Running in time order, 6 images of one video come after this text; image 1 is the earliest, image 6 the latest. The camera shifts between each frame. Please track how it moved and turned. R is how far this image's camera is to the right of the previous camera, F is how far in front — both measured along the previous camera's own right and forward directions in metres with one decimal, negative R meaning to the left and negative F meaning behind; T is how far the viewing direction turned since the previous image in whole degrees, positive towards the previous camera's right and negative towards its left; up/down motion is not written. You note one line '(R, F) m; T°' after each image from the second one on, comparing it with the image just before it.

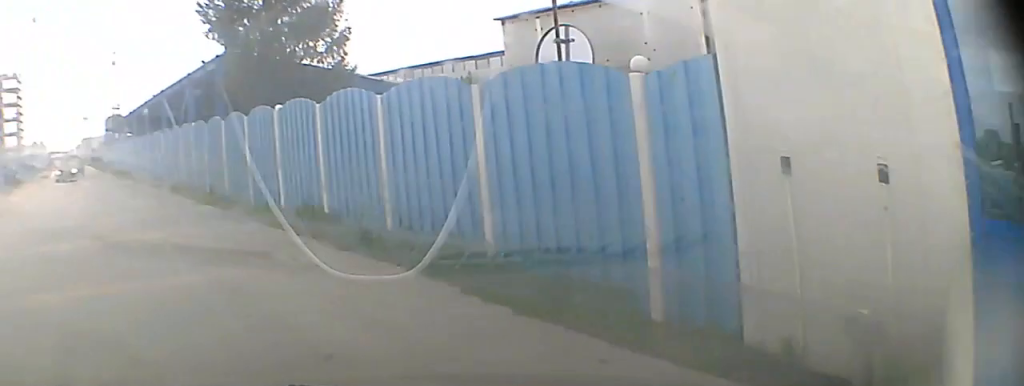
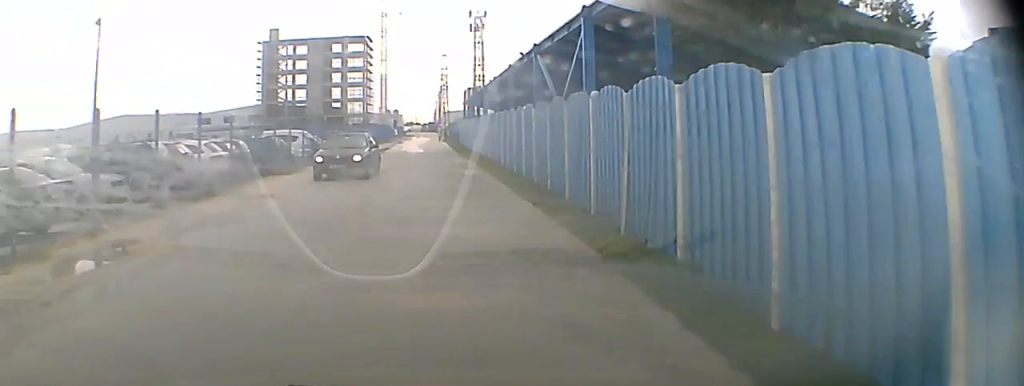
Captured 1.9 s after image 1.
(-2.7, +7.5) m; -28°
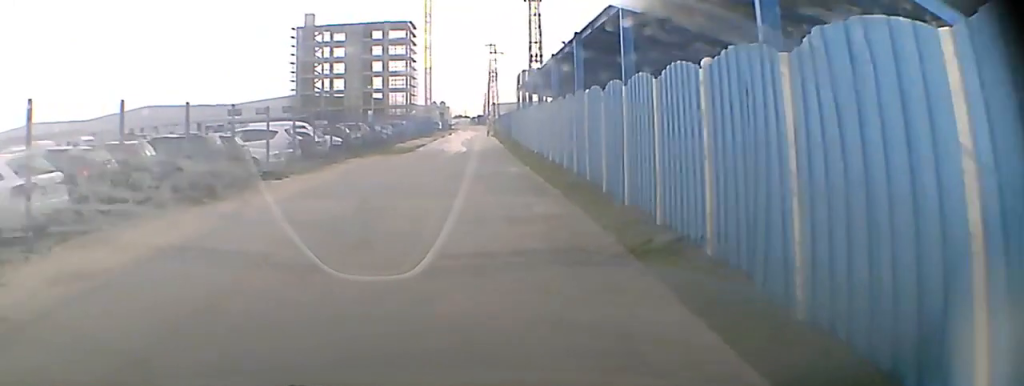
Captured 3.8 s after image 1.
(-1.3, +11.2) m; -10°
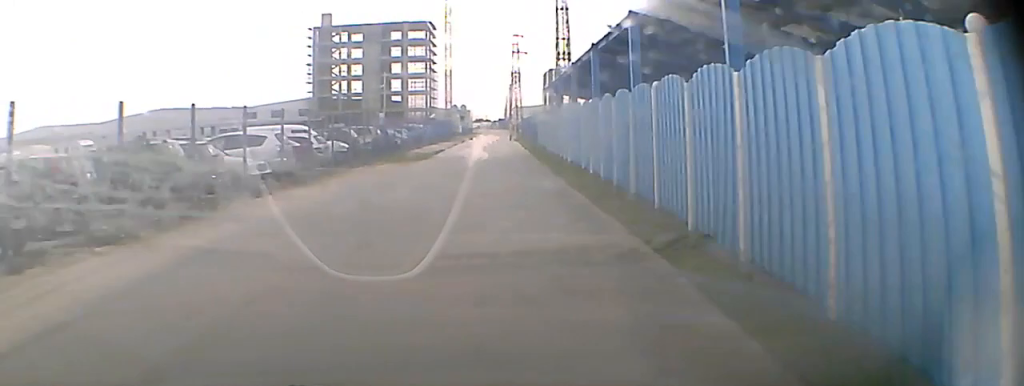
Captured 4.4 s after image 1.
(-0.1, +4.0) m; 0°
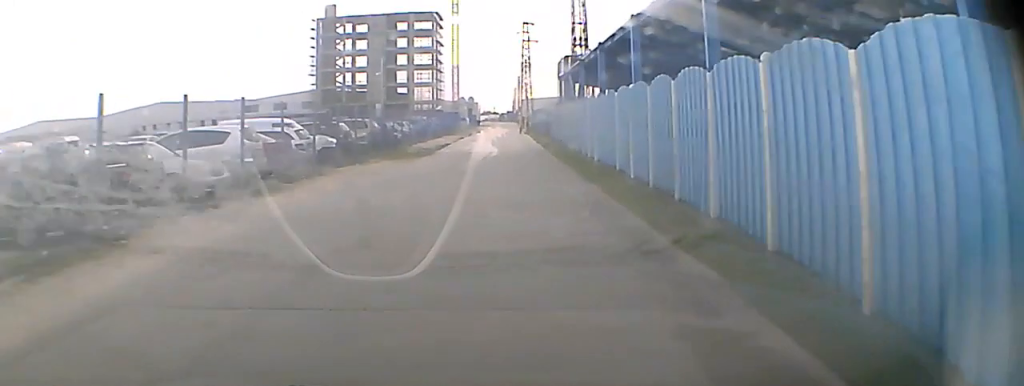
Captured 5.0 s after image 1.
(-0.1, +4.1) m; +1°
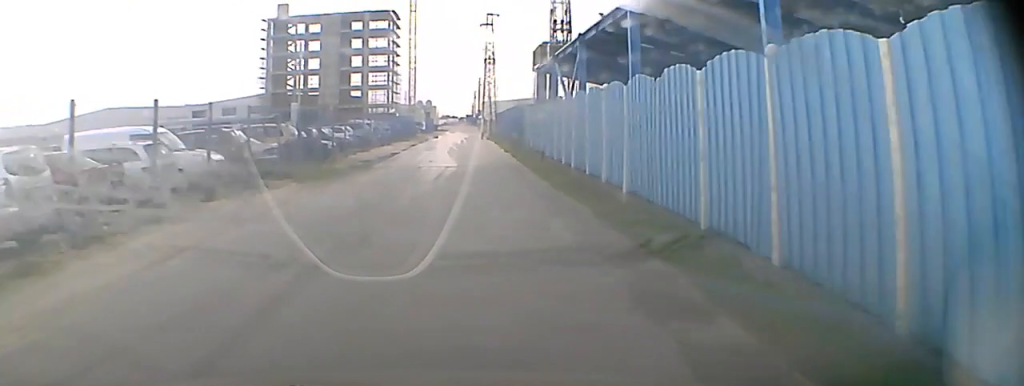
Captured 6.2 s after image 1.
(+0.2, +8.9) m; -1°
